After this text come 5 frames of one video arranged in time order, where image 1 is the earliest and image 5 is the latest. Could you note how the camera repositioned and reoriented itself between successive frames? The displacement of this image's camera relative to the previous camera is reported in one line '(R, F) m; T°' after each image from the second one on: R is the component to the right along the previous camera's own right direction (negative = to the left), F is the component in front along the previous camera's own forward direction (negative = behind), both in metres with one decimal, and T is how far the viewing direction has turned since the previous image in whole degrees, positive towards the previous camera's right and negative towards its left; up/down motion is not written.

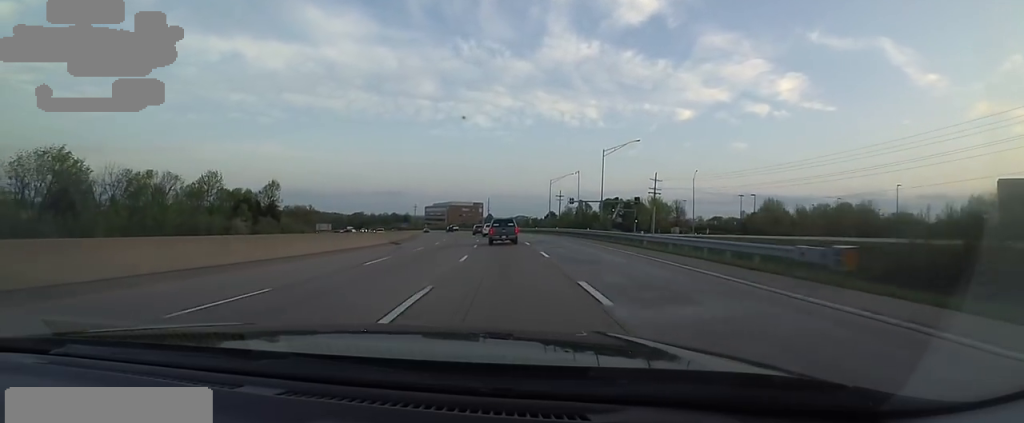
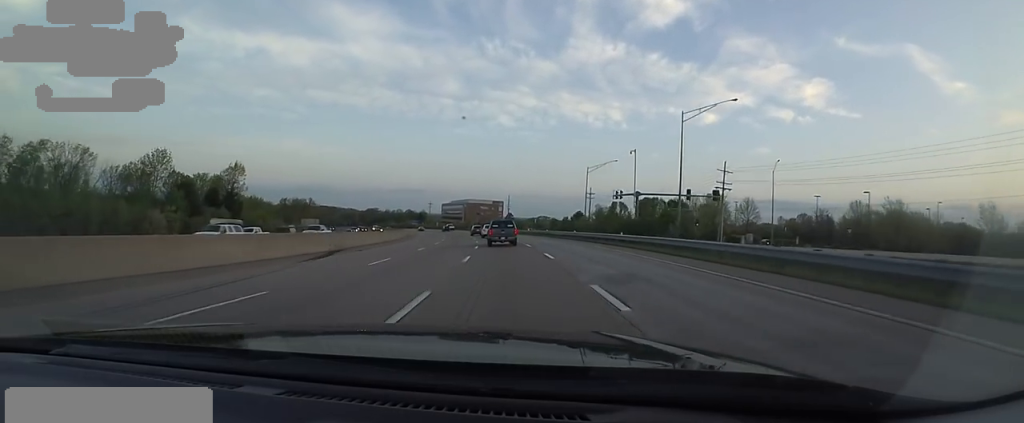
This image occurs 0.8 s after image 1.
(-1.1, +23.8) m; -3°
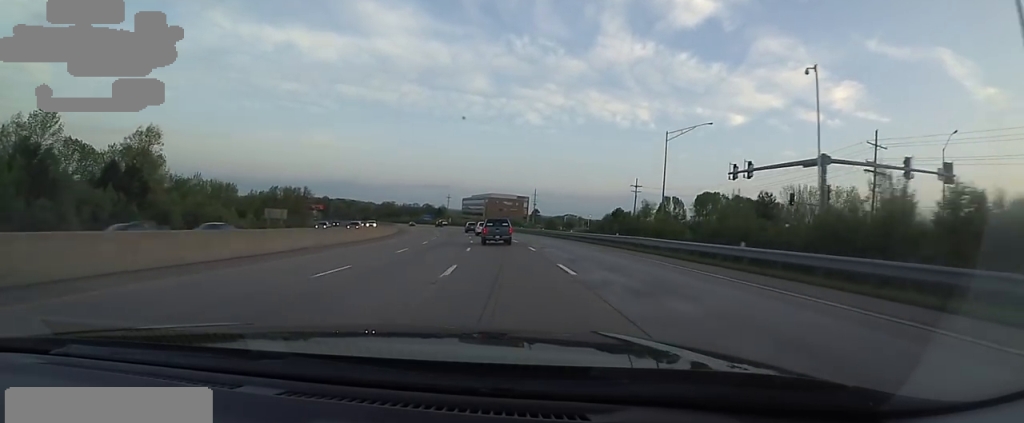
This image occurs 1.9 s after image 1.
(-0.7, +29.5) m; -3°
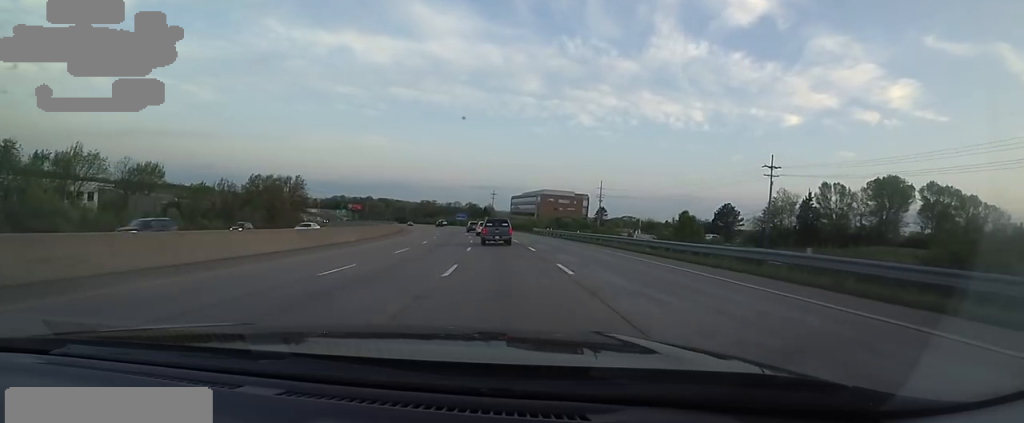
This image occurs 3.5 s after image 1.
(-3.2, +47.4) m; -6°
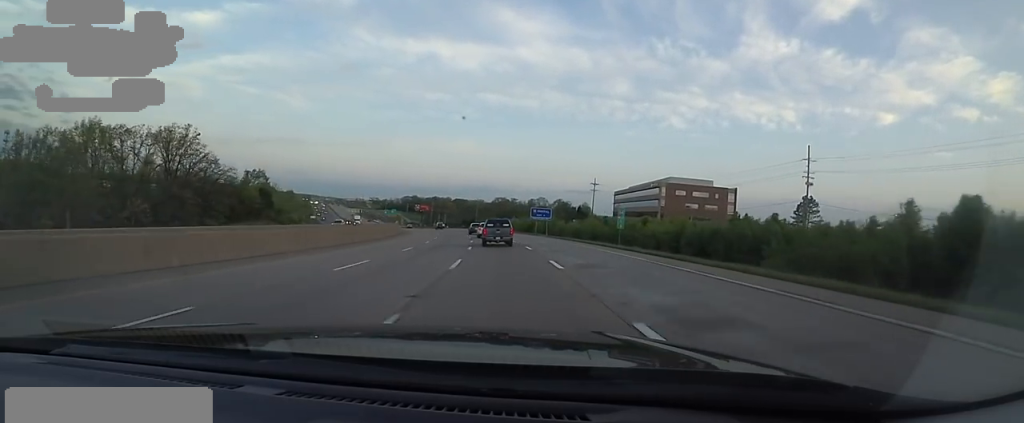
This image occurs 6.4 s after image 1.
(-6.8, +82.7) m; -12°
